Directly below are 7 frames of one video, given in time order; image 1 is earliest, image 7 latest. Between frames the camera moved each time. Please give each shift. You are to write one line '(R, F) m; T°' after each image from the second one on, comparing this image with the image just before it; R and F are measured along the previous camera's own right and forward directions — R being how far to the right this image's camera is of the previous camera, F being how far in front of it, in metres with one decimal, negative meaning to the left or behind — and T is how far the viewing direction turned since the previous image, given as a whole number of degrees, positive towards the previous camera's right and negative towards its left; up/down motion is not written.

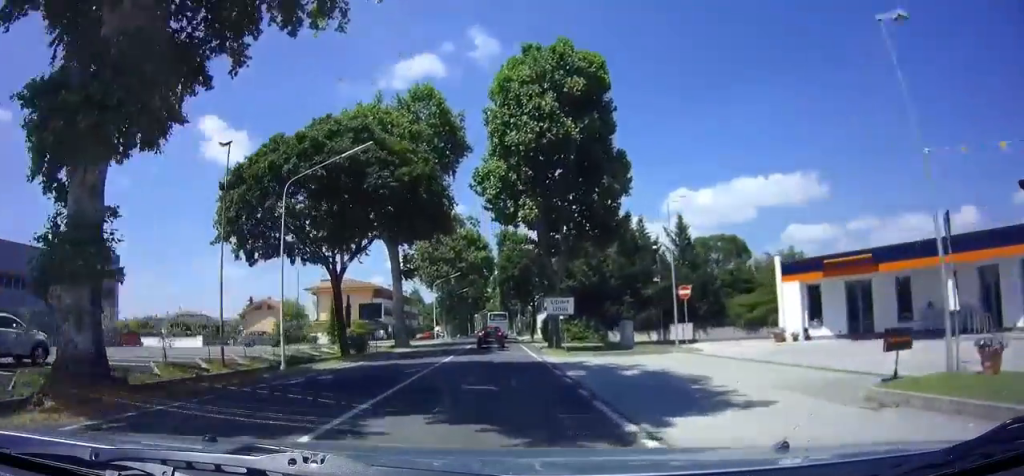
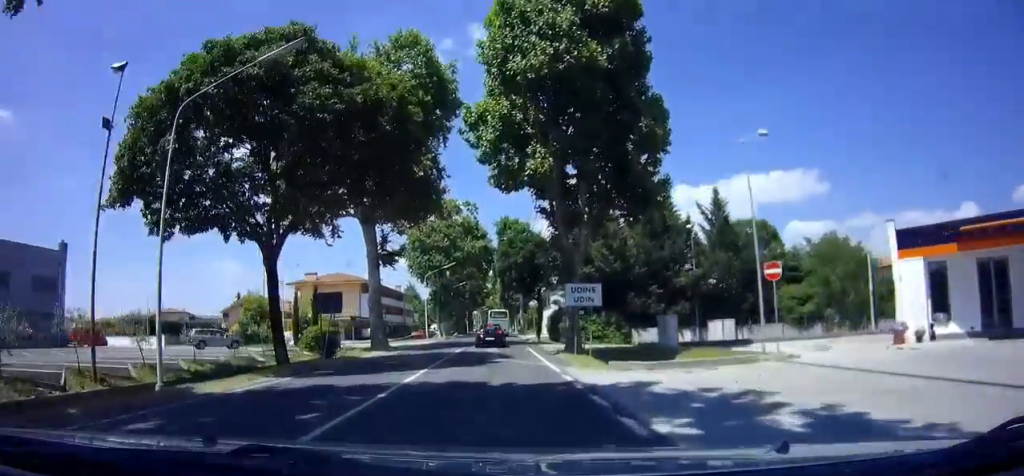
(0.0, +7.4) m; 0°
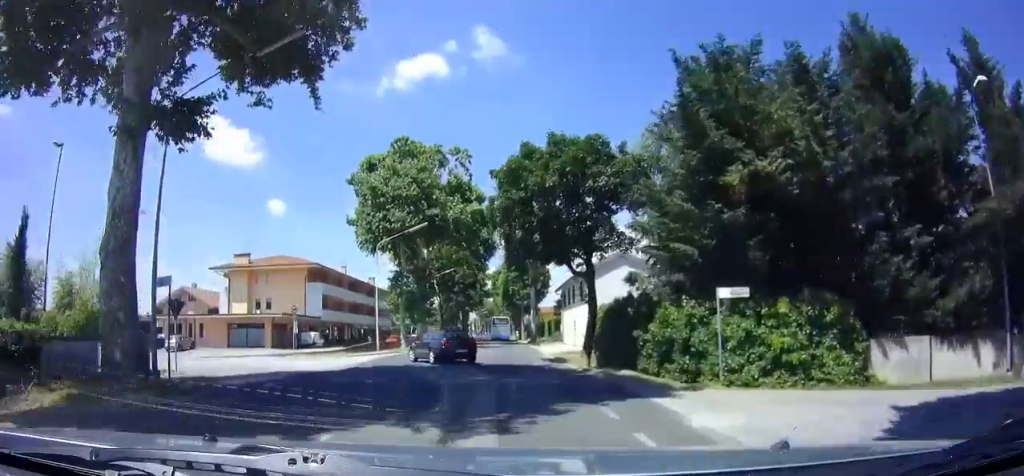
(-0.1, +26.1) m; 0°
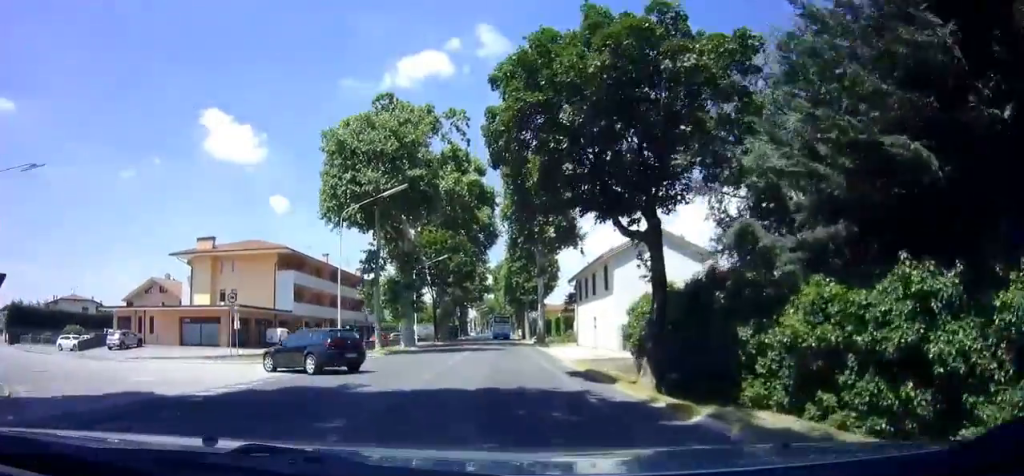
(0.0, +9.7) m; 0°
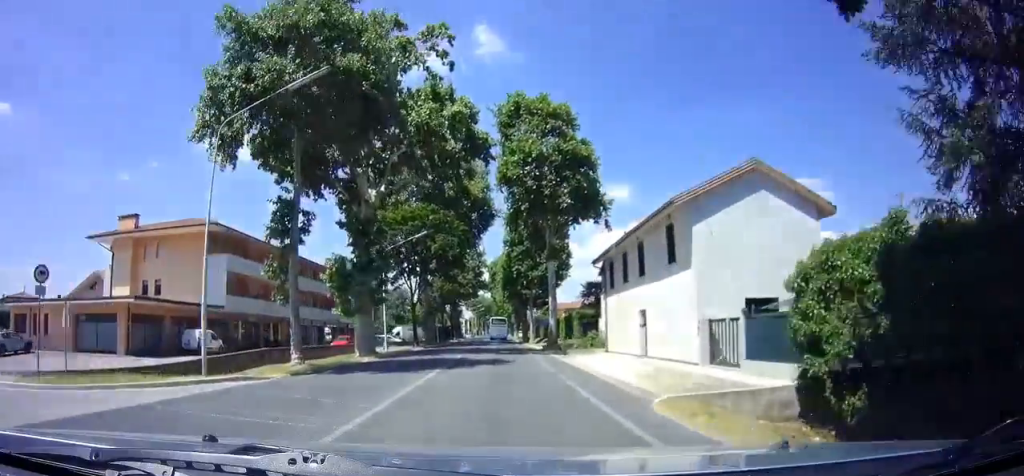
(0.0, +14.3) m; 0°
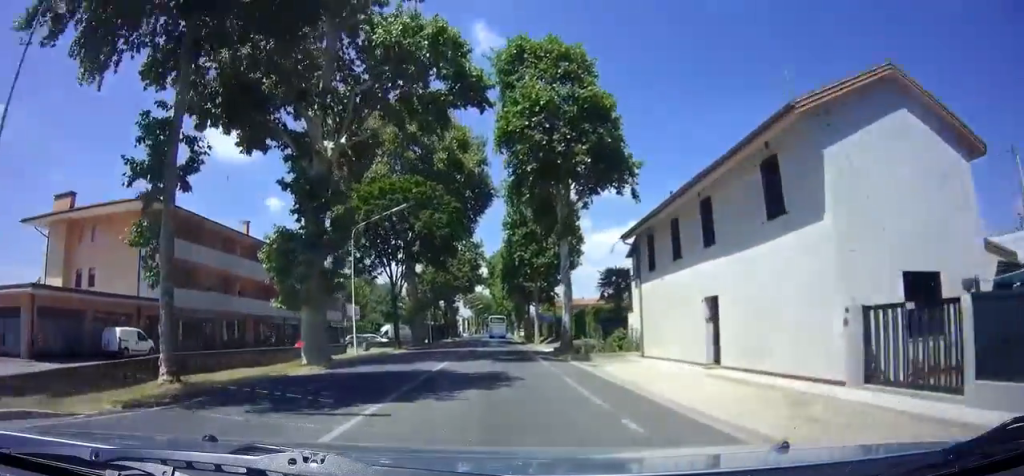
(0.0, +8.8) m; 0°
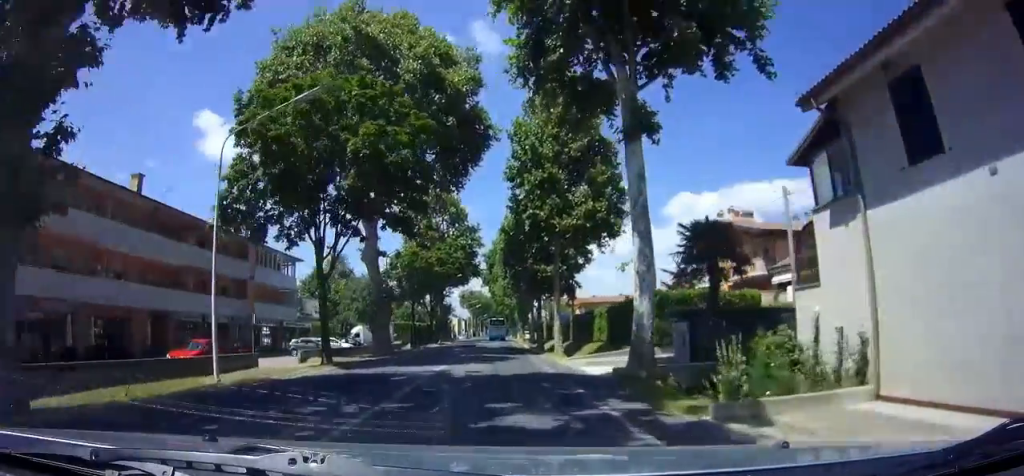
(-0.2, +16.8) m; -1°
